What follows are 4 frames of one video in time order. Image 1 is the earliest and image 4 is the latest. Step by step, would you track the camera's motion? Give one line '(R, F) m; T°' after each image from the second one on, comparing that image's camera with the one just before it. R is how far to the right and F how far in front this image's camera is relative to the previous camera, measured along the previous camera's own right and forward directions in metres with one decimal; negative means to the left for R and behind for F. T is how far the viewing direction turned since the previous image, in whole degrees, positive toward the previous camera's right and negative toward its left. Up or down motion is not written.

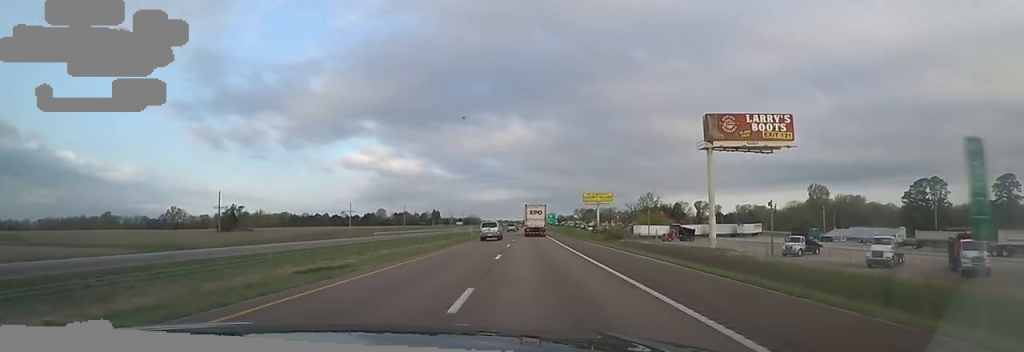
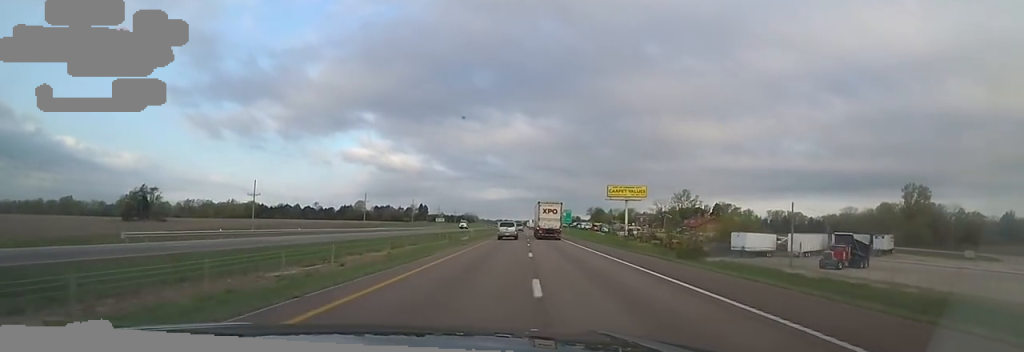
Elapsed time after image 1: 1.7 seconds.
(-1.1, +58.7) m; -2°
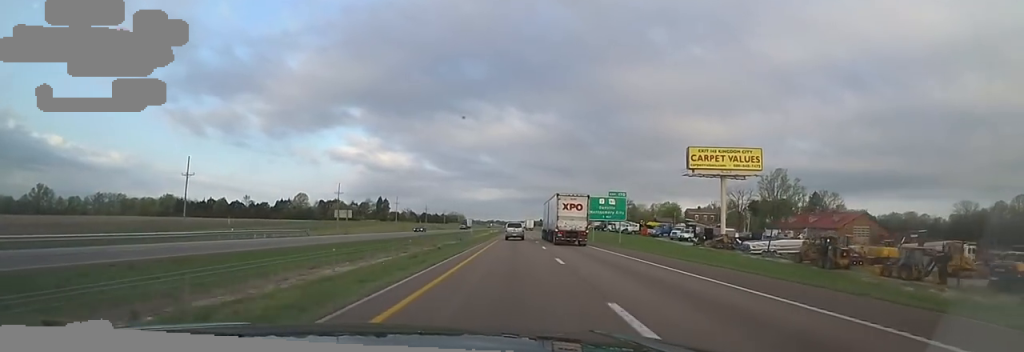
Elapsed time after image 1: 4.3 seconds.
(-0.5, +89.7) m; -1°
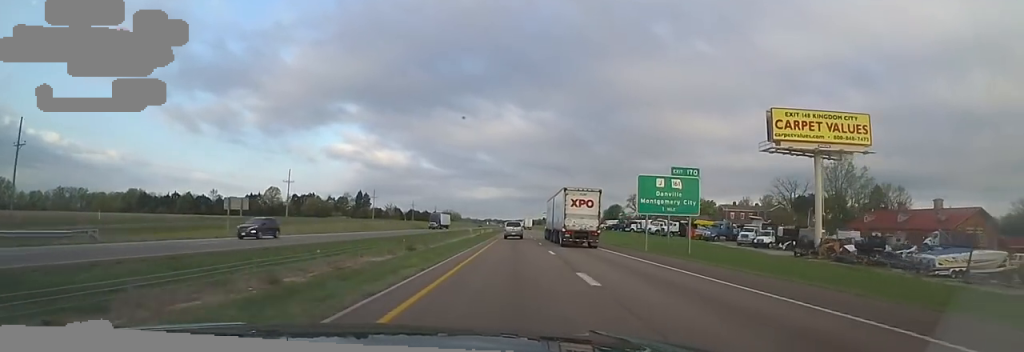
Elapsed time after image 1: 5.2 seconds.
(0.0, +32.2) m; 0°
